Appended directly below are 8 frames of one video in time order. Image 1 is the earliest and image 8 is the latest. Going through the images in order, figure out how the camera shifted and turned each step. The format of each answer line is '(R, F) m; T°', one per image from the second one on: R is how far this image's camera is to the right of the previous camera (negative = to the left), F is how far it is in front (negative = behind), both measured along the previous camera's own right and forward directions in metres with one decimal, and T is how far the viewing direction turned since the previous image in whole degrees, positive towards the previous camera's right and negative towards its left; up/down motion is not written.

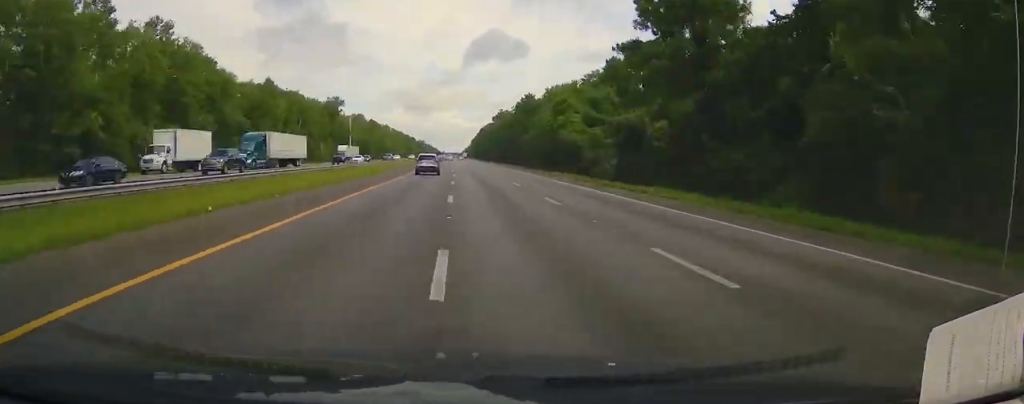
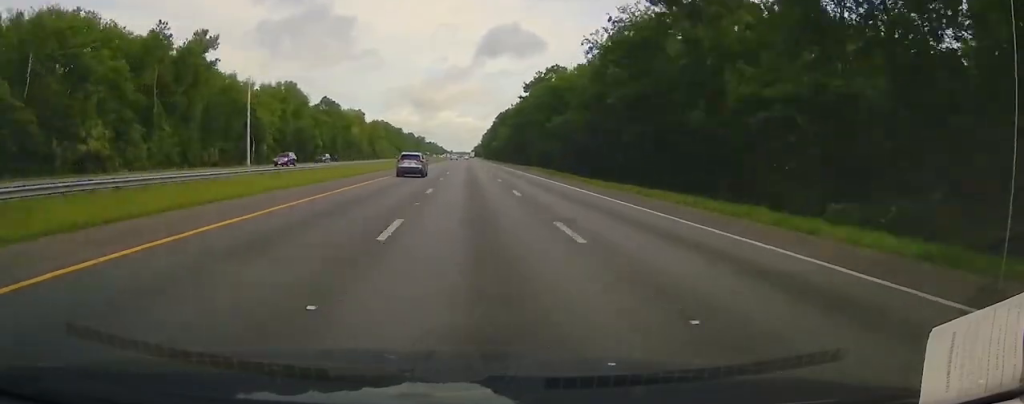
(-1.3, +106.6) m; -1°
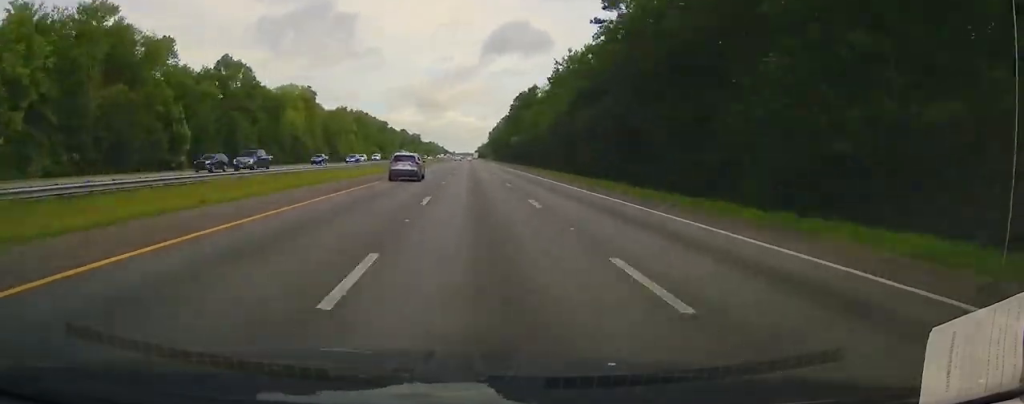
(-0.7, +78.4) m; 0°
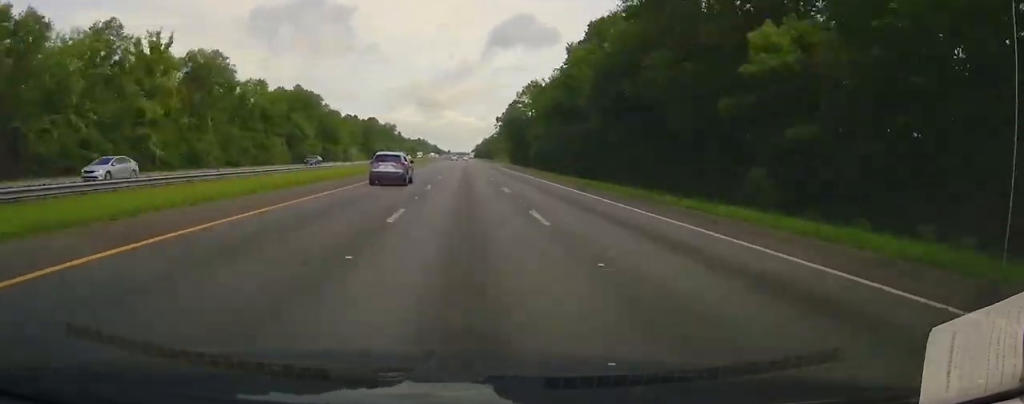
(+1.3, +128.1) m; +1°
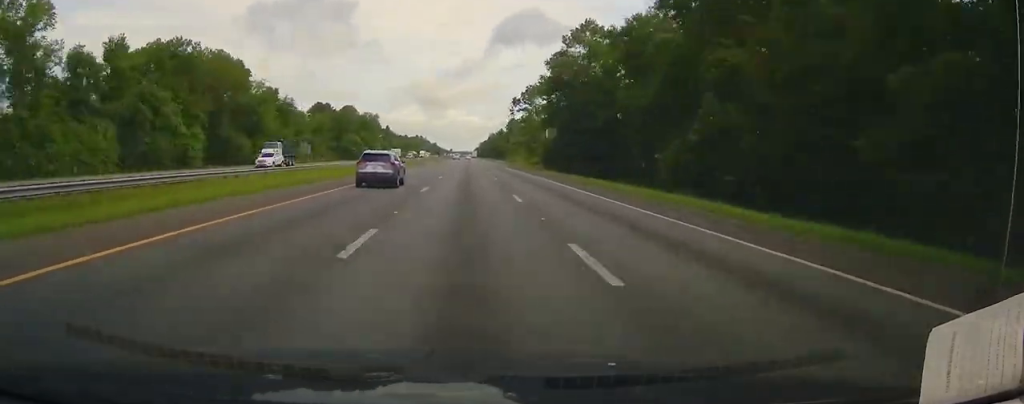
(+0.3, +67.9) m; 0°
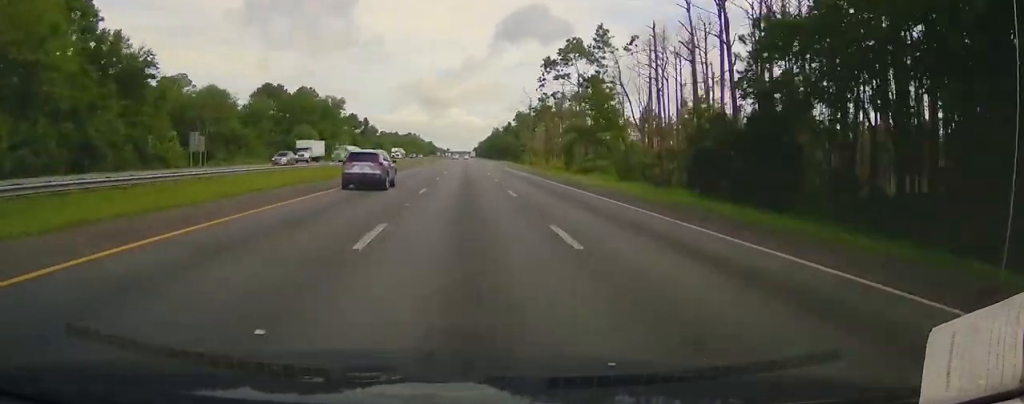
(0.0, +63.3) m; 0°
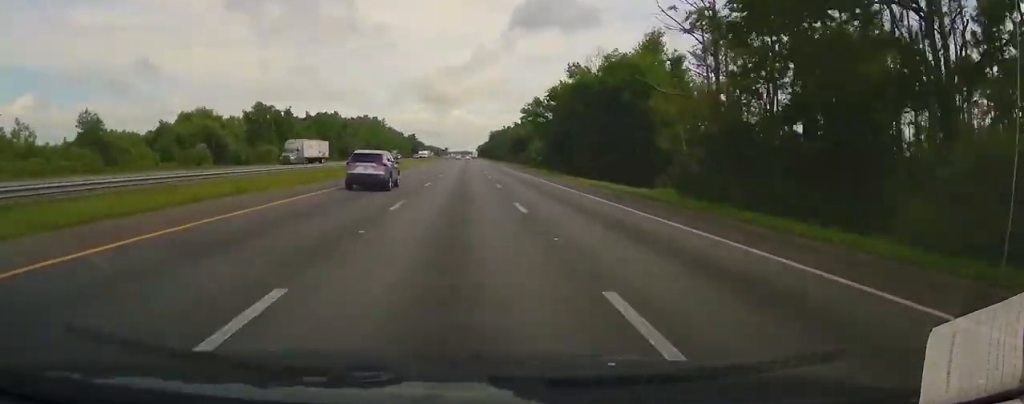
(-2.4, +254.7) m; -2°
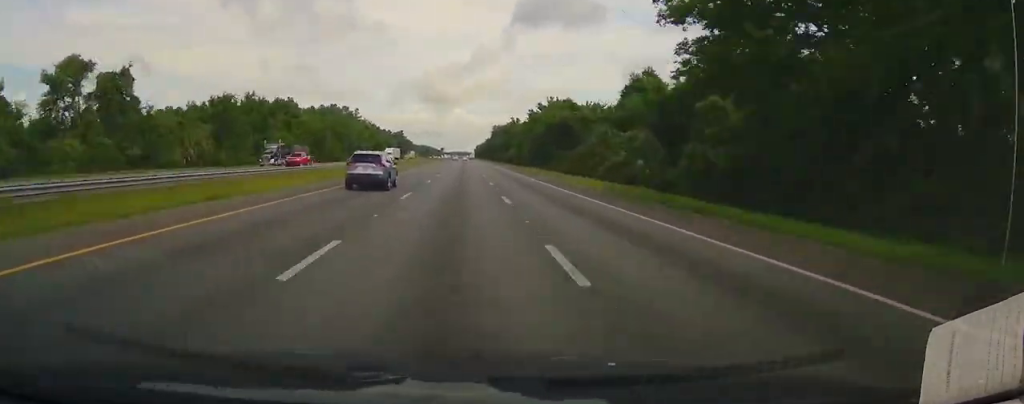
(-0.8, +71.5) m; 0°
